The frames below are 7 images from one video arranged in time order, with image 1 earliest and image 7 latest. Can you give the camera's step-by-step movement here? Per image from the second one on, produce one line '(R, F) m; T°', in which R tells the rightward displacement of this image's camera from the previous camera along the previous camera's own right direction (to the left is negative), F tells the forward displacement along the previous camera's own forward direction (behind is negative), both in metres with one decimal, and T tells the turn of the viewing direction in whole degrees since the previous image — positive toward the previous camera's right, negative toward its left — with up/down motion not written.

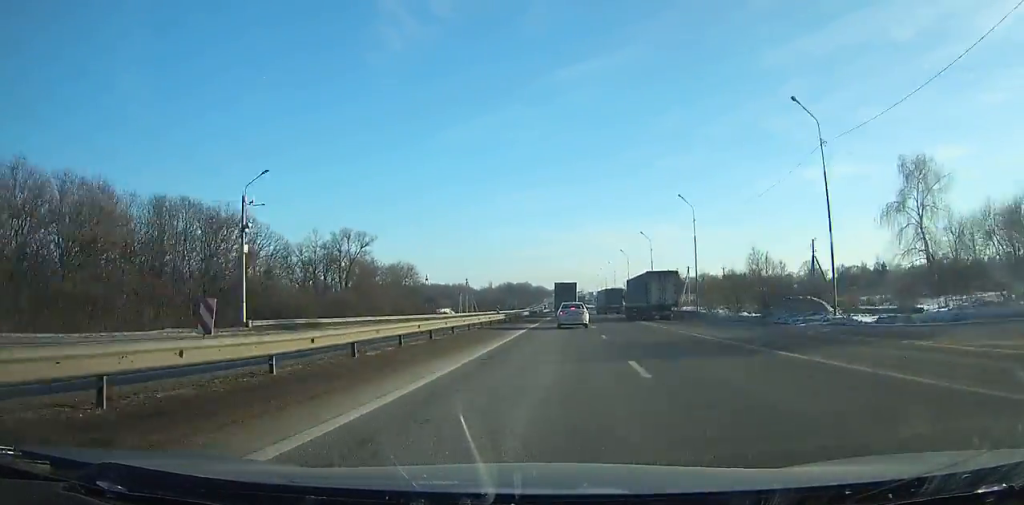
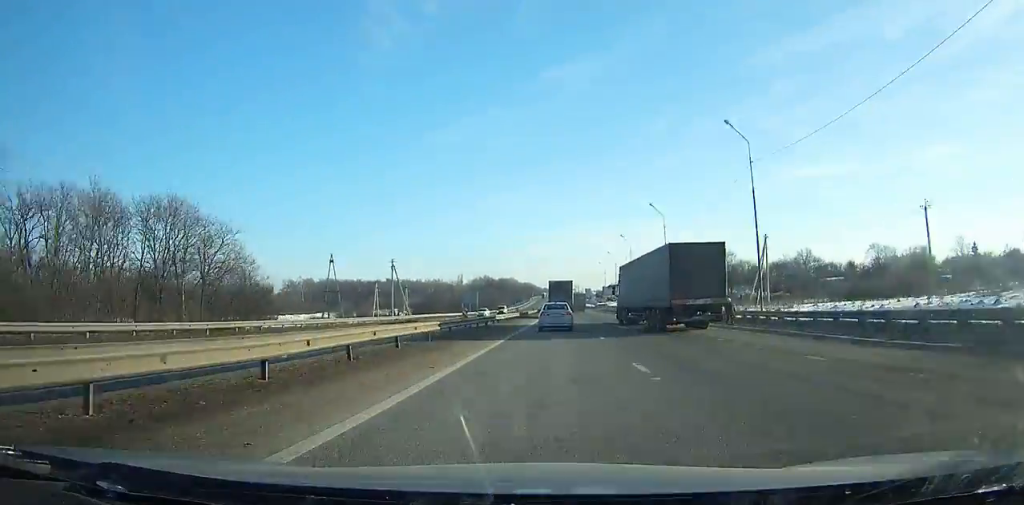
(+1.1, +82.8) m; +1°
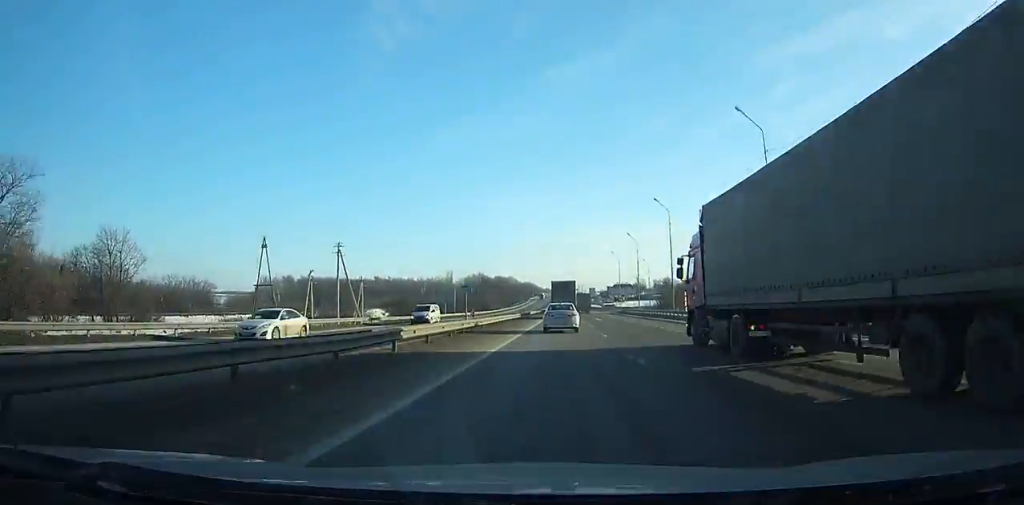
(0.0, +32.9) m; 0°
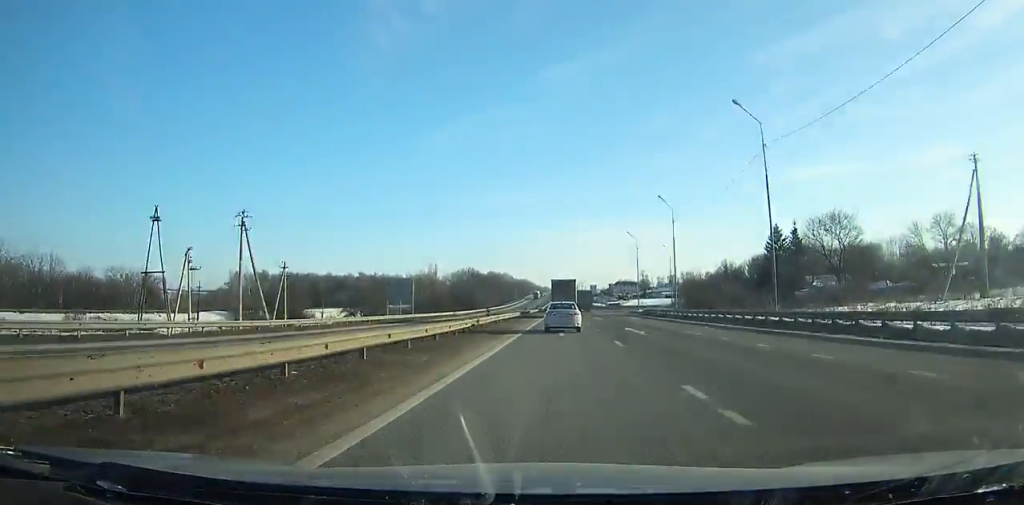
(0.0, +30.3) m; 0°
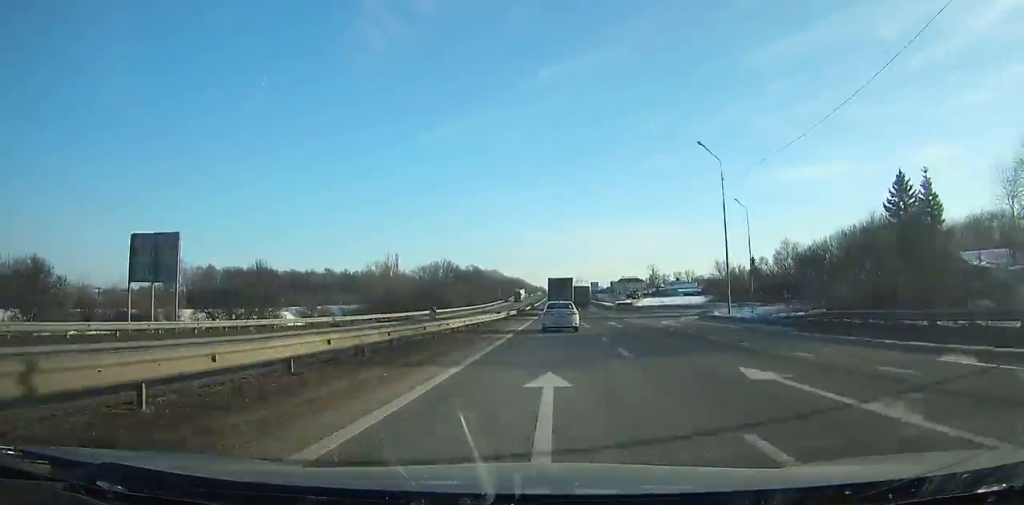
(0.0, +51.2) m; 0°
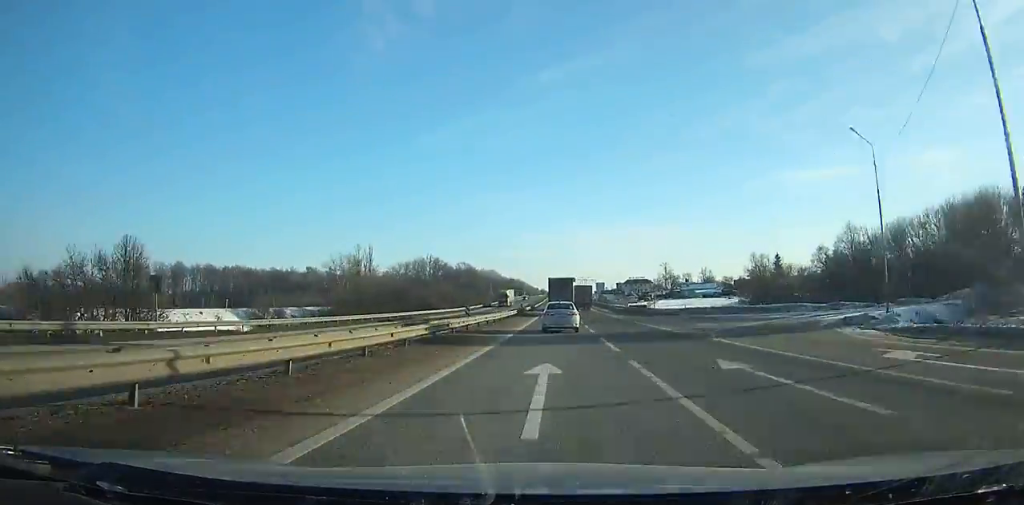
(0.0, +27.9) m; 0°
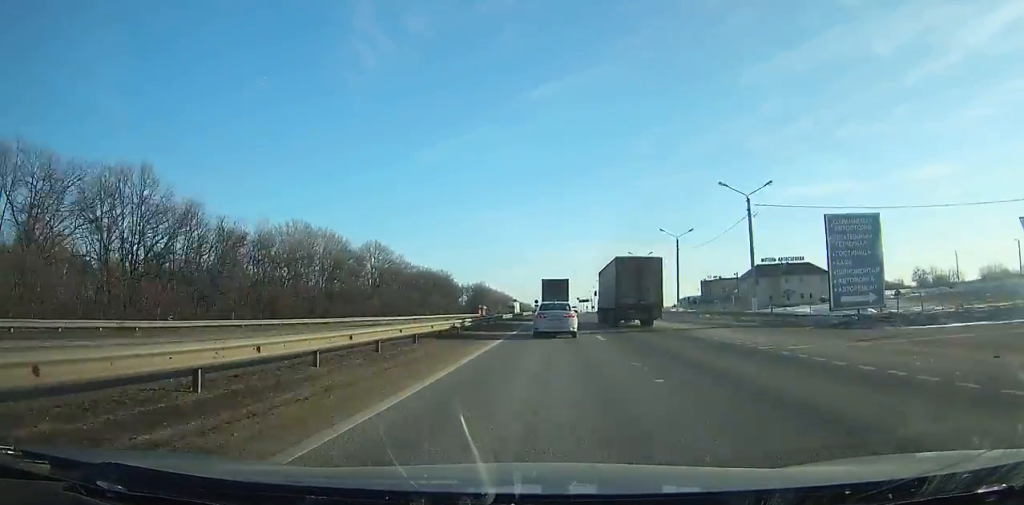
(-0.1, +238.6) m; 0°
